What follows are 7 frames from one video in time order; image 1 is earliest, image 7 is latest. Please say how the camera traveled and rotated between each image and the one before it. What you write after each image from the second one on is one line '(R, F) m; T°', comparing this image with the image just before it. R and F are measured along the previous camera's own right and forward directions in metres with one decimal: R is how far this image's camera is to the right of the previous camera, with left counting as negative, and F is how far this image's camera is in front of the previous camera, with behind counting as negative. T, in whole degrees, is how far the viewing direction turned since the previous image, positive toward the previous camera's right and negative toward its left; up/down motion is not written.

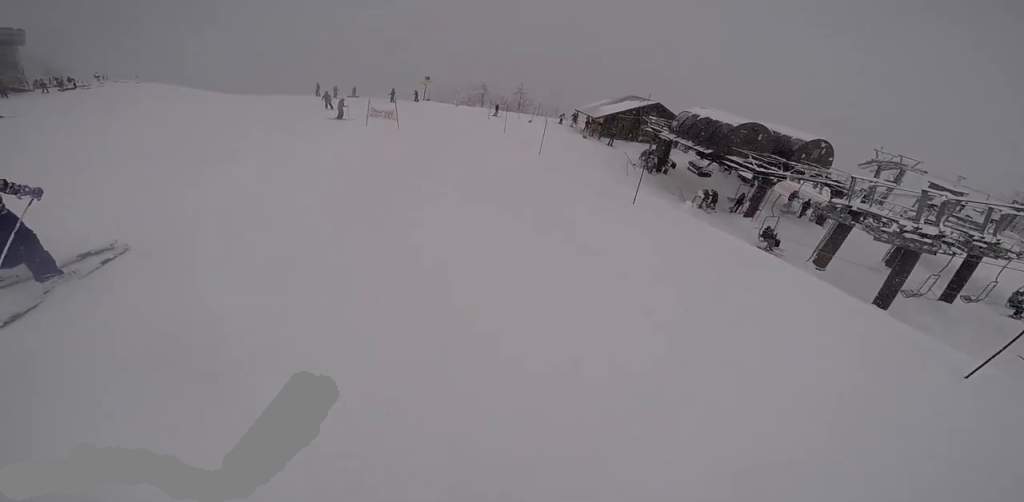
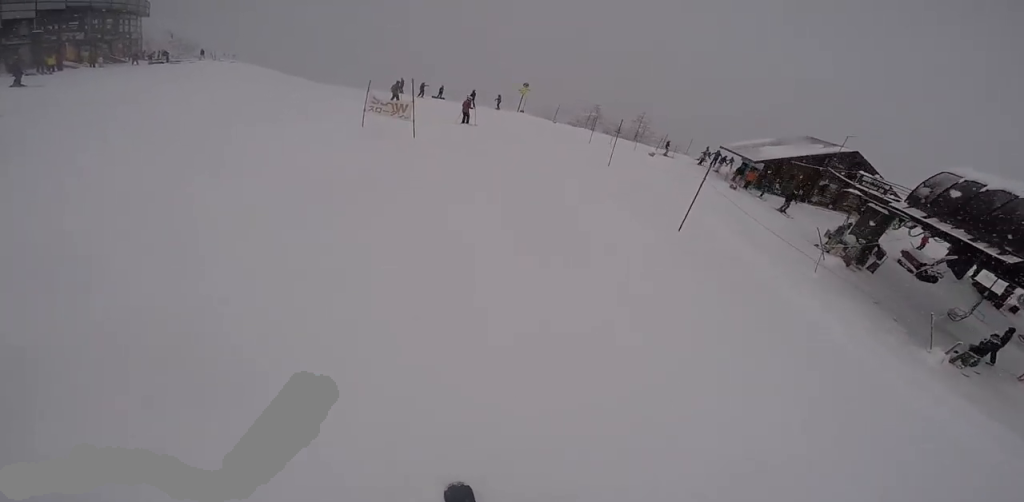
(-0.1, +10.7) m; +1°
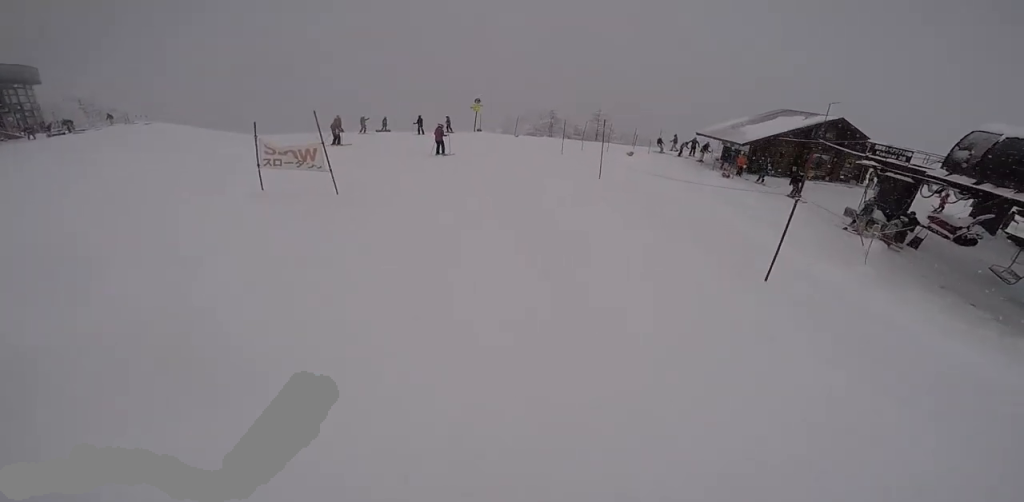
(+0.2, +3.2) m; -2°
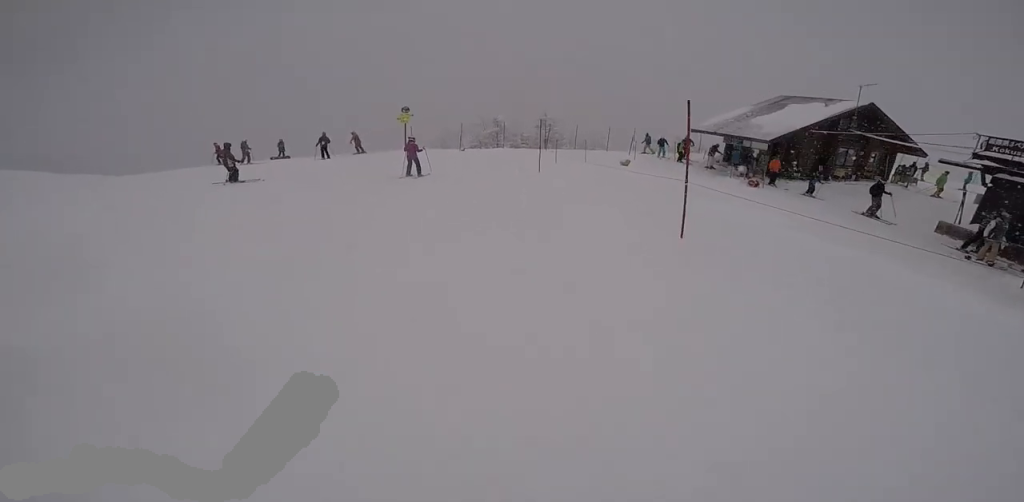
(-0.3, +7.1) m; -3°
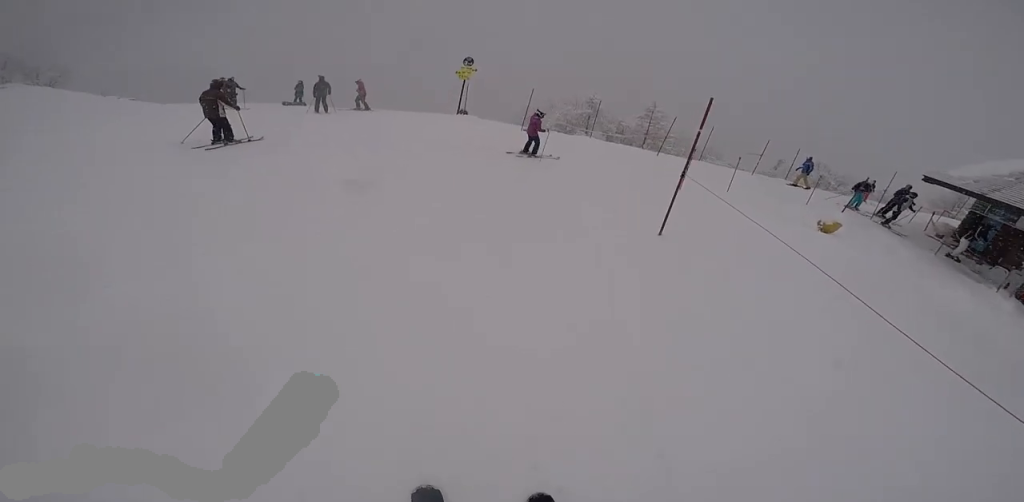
(+0.2, +8.0) m; 0°
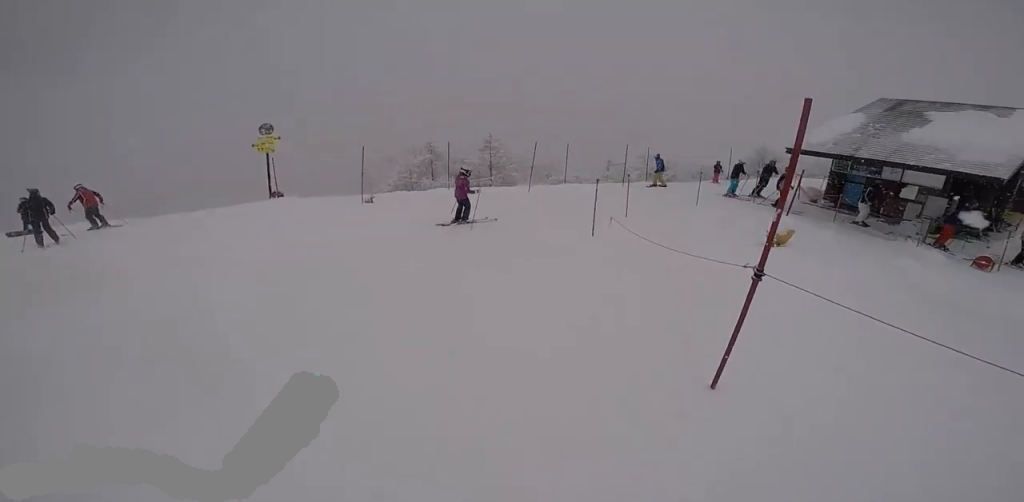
(+0.1, +3.4) m; +2°
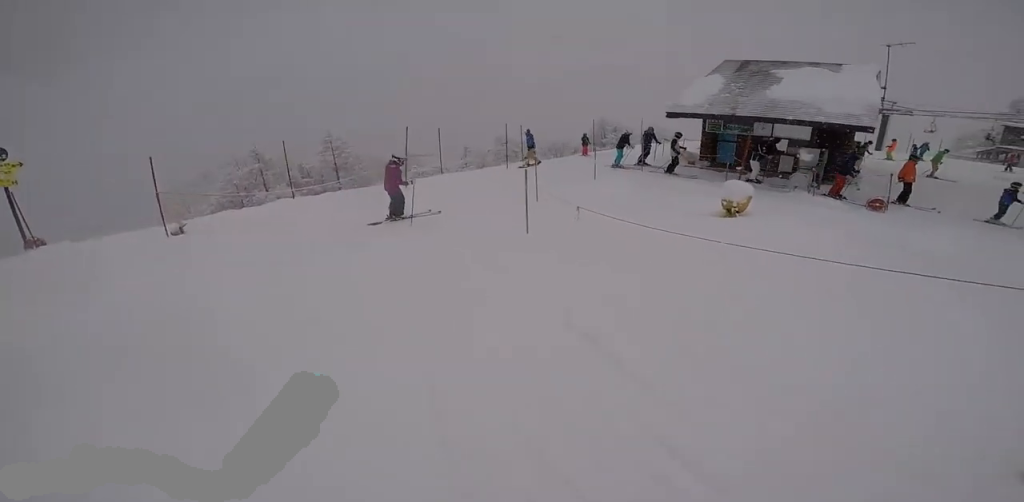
(-0.5, +2.4) m; +3°
